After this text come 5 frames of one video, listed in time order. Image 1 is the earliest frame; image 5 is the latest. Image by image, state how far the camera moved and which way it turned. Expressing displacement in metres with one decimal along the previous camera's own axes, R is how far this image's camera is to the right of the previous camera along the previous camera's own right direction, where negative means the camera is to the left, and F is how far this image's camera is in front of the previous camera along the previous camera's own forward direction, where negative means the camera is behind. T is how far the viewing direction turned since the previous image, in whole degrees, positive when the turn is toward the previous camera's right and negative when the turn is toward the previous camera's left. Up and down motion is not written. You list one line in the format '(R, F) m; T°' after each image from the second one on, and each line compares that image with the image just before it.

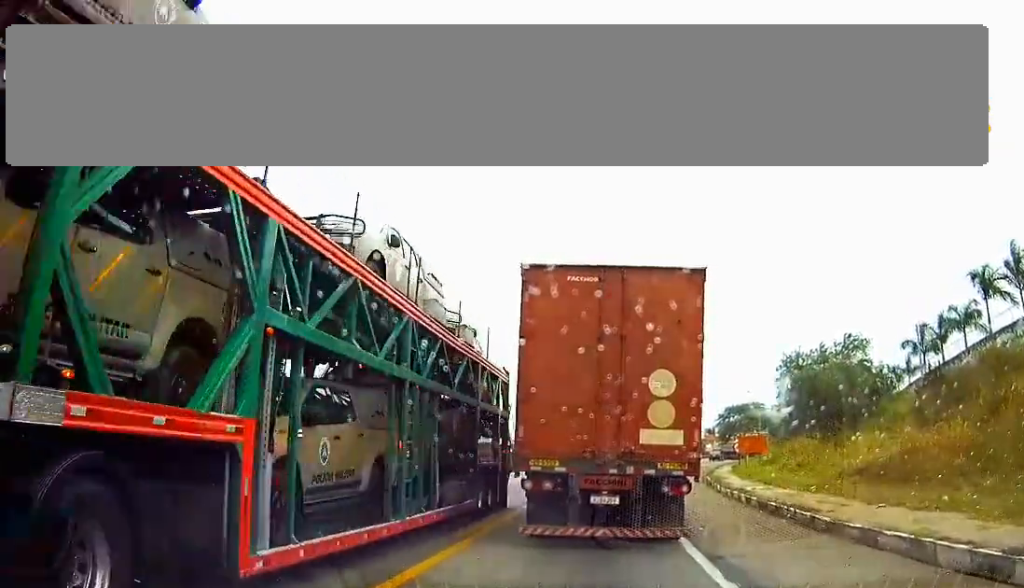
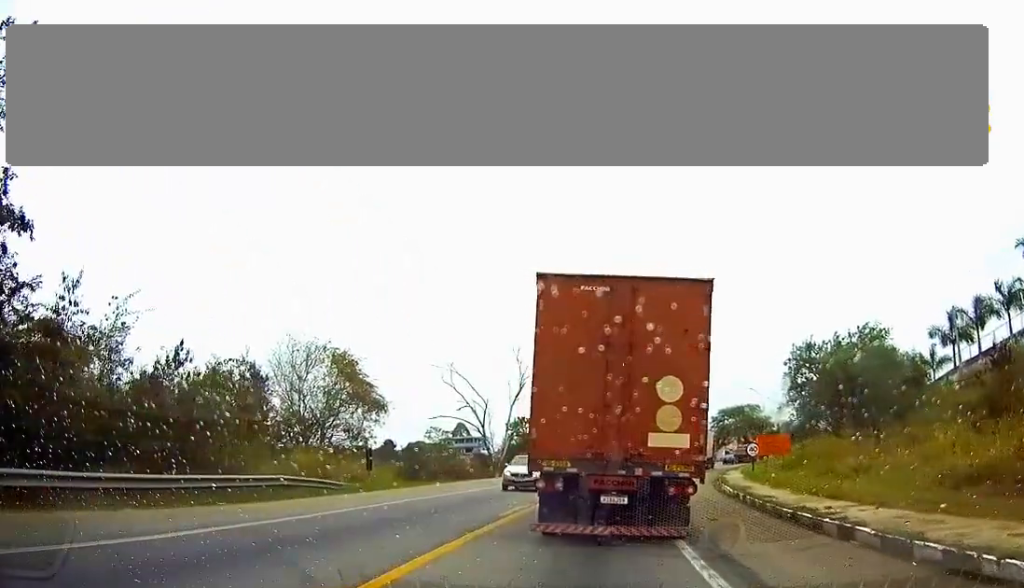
(+0.2, +10.4) m; +1°
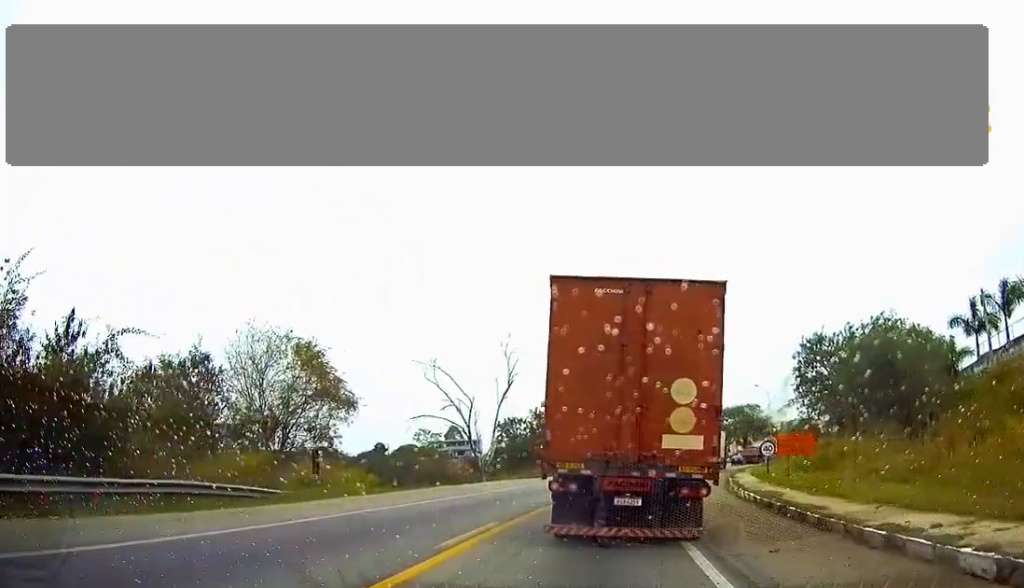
(0.0, +6.2) m; 0°
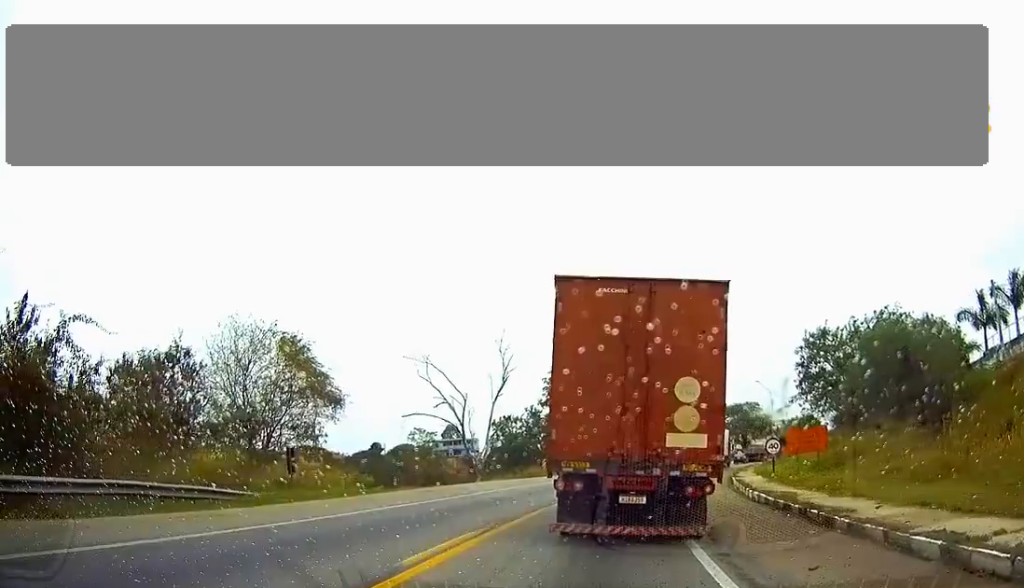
(0.0, +2.2) m; 0°
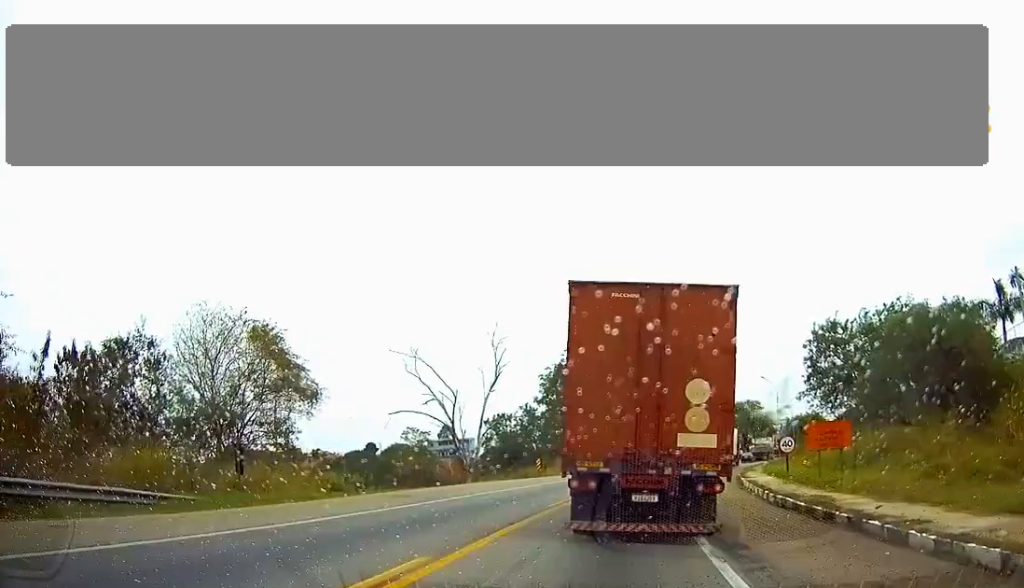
(0.0, +3.9) m; 0°
